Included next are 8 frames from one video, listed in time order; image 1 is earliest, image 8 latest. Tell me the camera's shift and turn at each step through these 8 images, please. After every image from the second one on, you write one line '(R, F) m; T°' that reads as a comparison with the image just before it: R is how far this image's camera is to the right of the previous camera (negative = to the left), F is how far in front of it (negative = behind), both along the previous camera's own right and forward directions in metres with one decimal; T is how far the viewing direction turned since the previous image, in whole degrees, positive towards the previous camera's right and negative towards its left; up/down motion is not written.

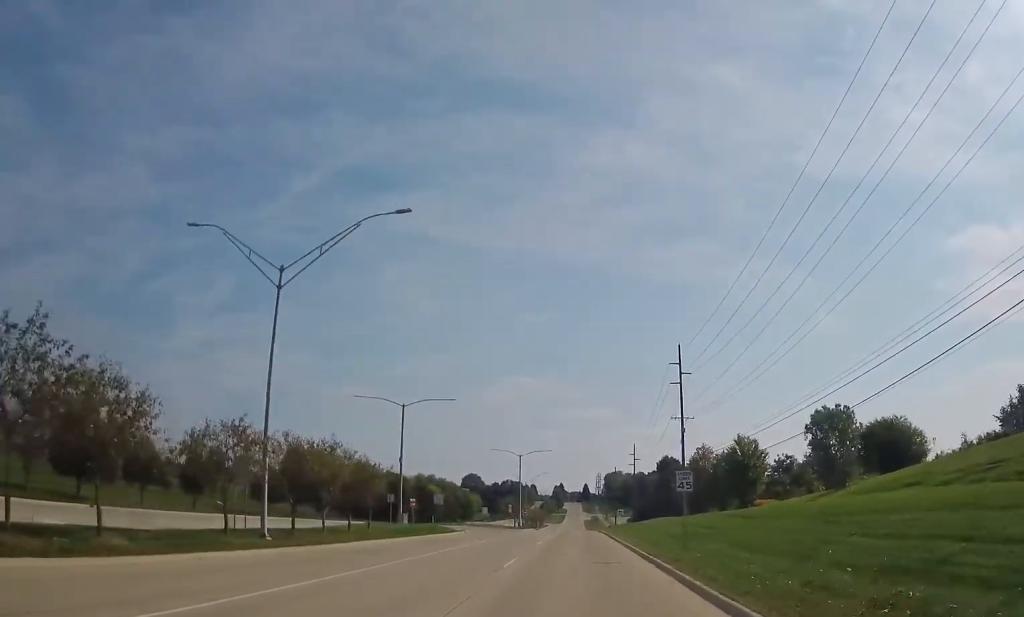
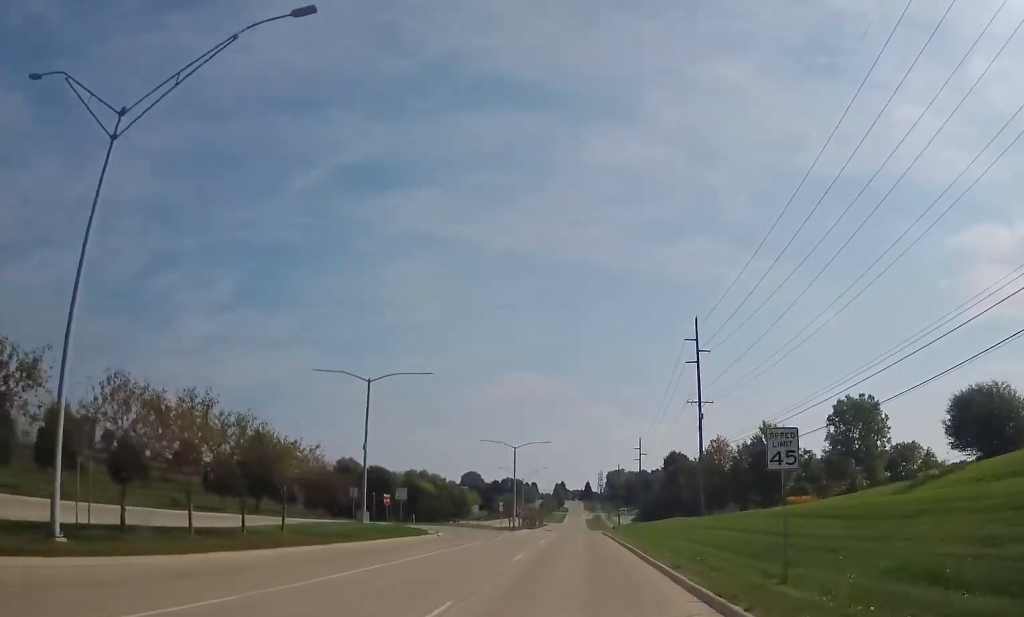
(0.0, +12.7) m; 0°
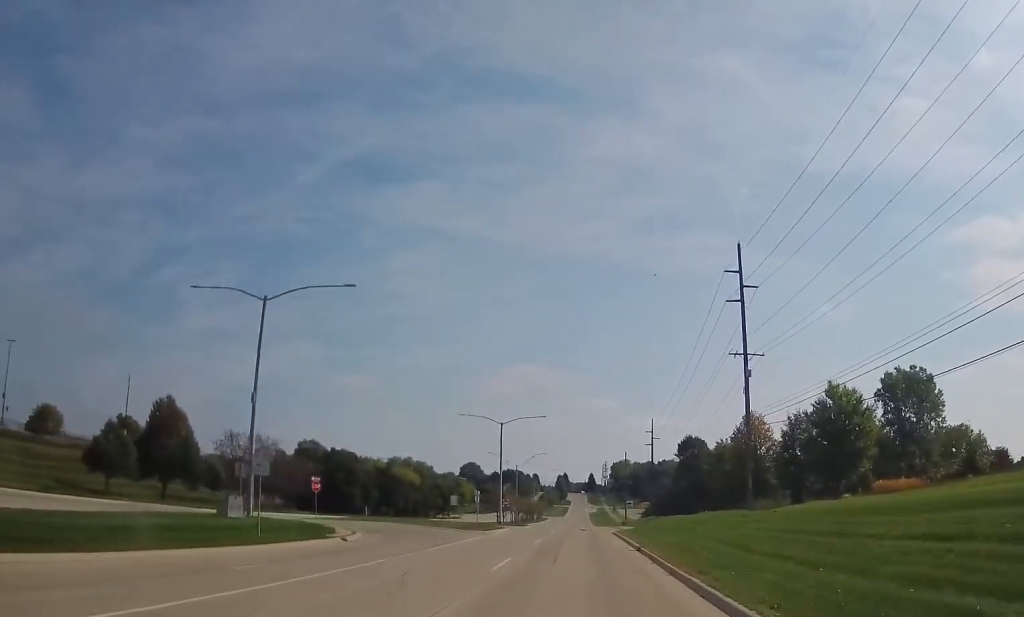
(0.0, +22.0) m; 0°
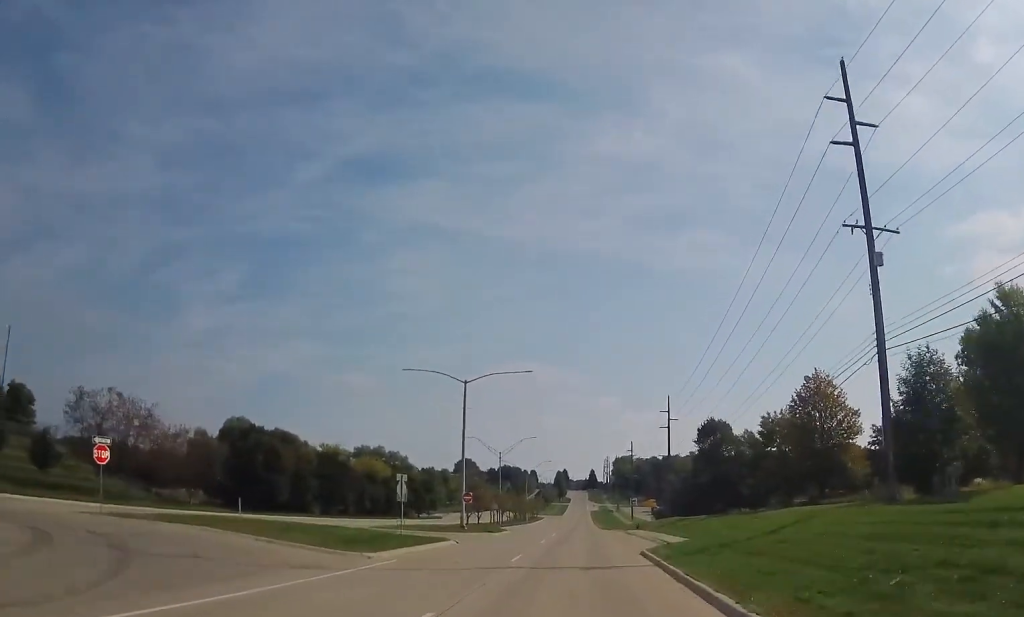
(-0.6, +28.1) m; -2°
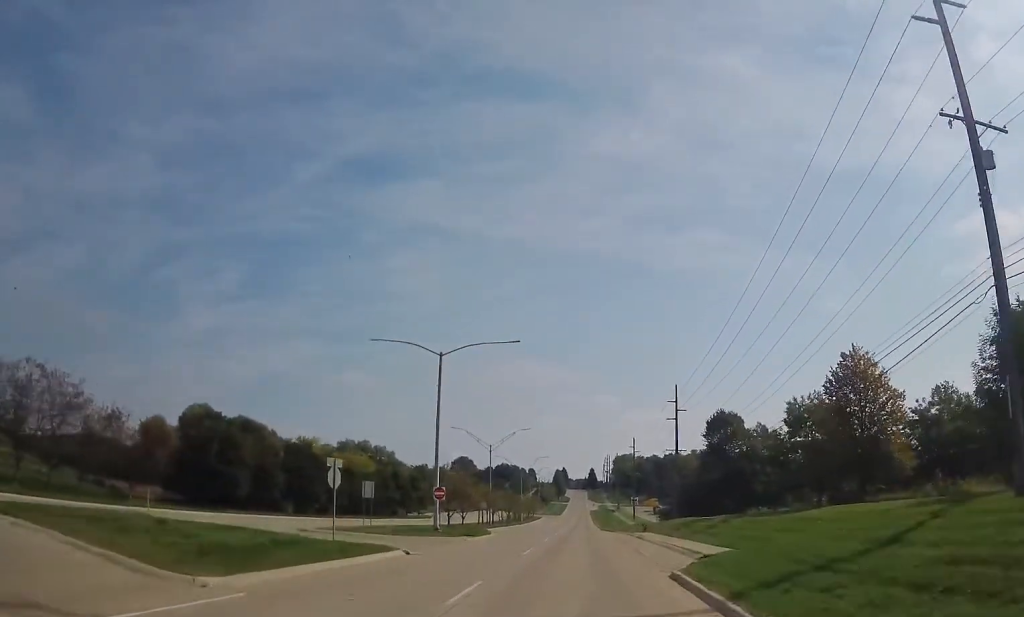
(-0.1, +10.8) m; 0°
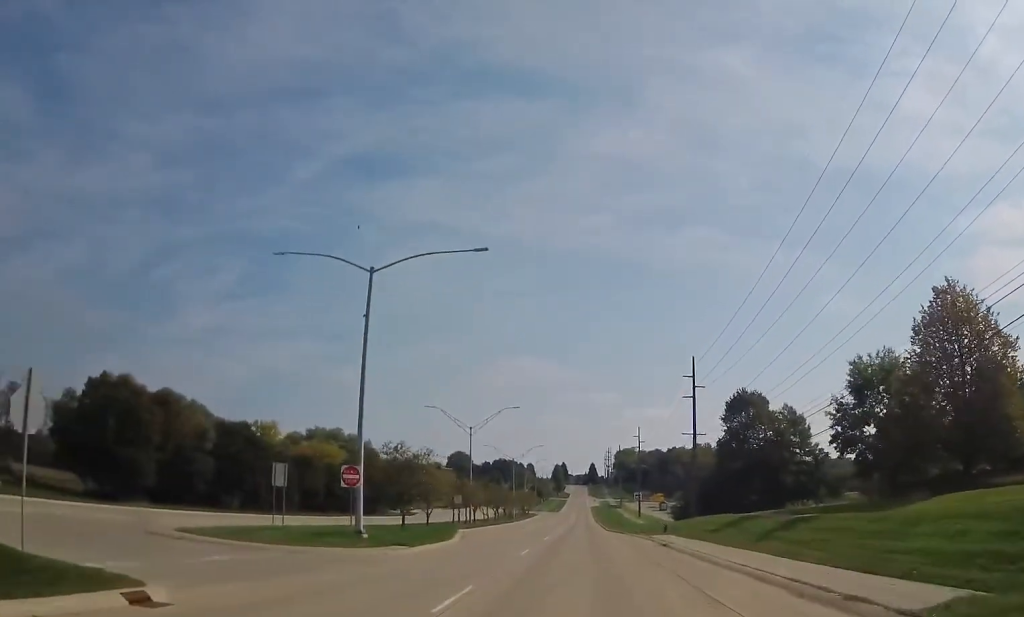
(+0.3, +17.1) m; 0°
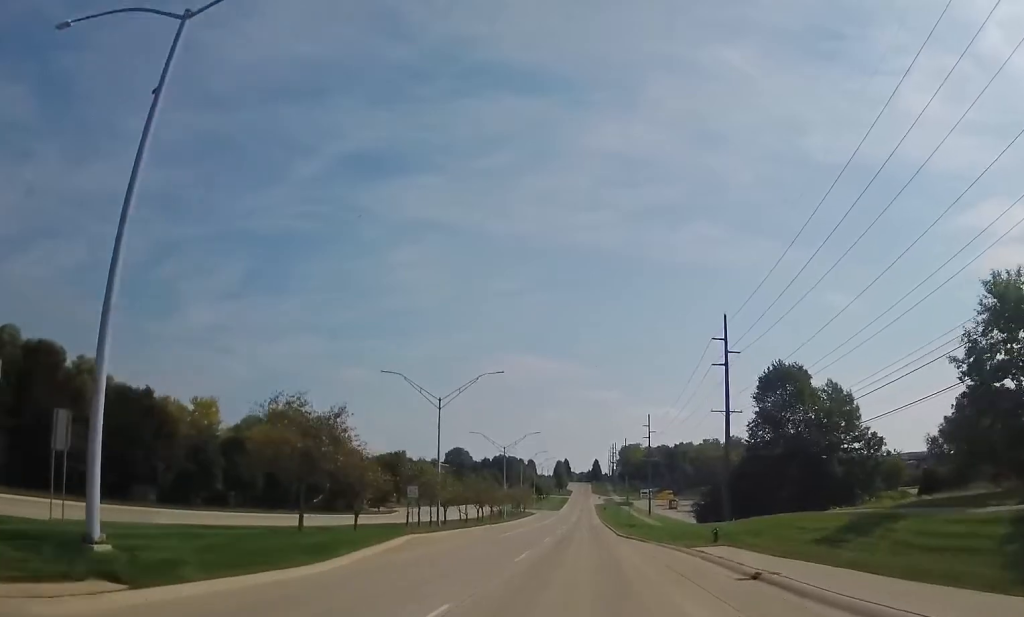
(-0.3, +18.4) m; +1°
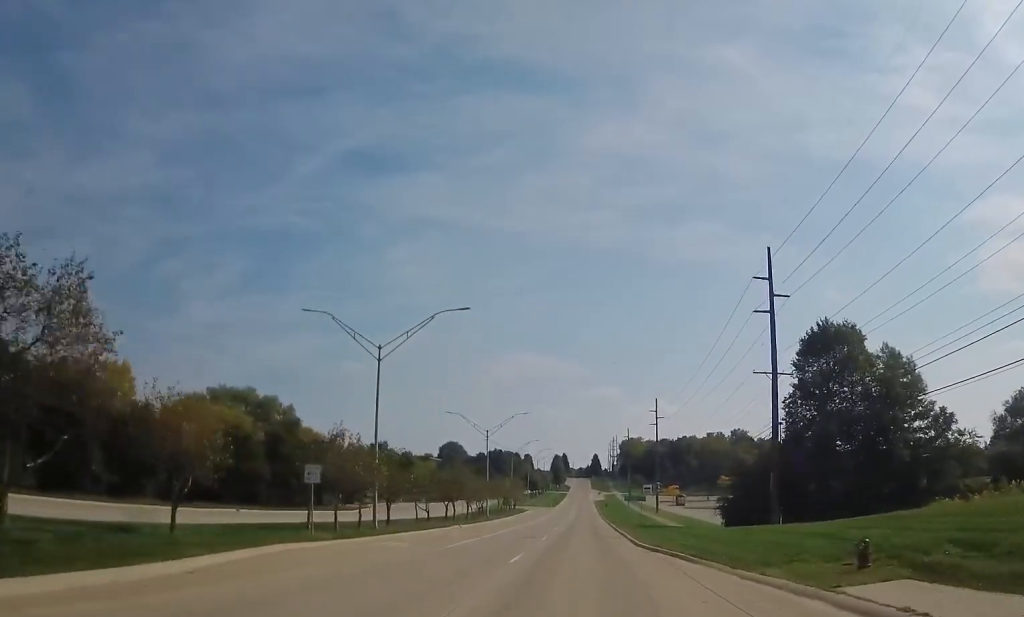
(+0.4, +17.4) m; +1°
